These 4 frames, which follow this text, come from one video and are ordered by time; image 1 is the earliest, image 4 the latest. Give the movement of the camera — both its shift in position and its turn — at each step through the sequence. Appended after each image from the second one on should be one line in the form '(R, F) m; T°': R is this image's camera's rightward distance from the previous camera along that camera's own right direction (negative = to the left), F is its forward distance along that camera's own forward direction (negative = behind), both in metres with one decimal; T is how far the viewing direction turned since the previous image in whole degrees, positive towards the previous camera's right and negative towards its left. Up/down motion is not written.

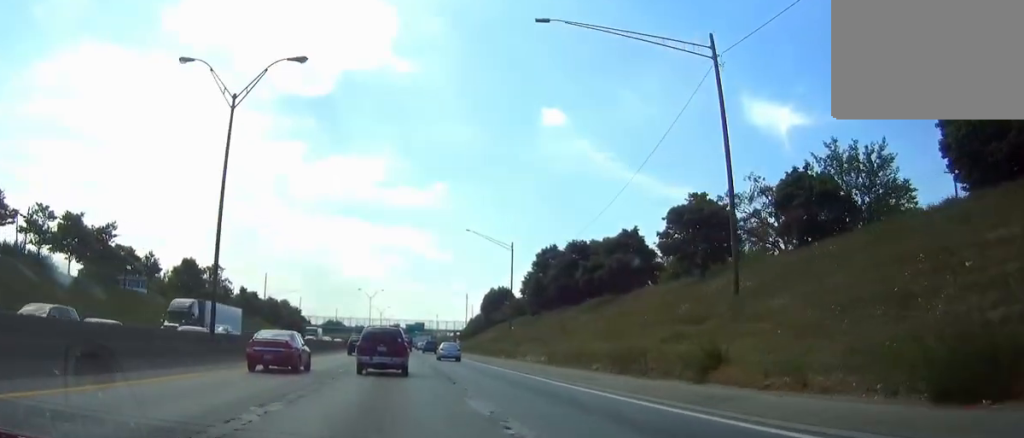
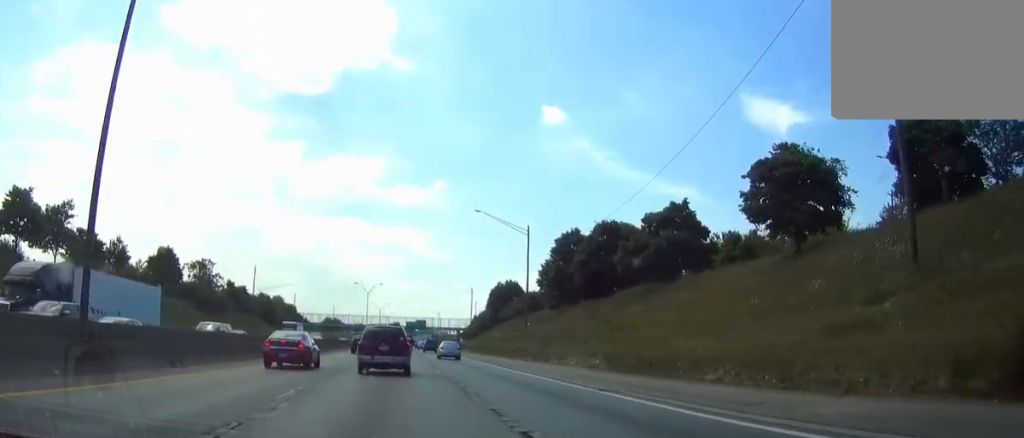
(0.0, +12.8) m; 0°
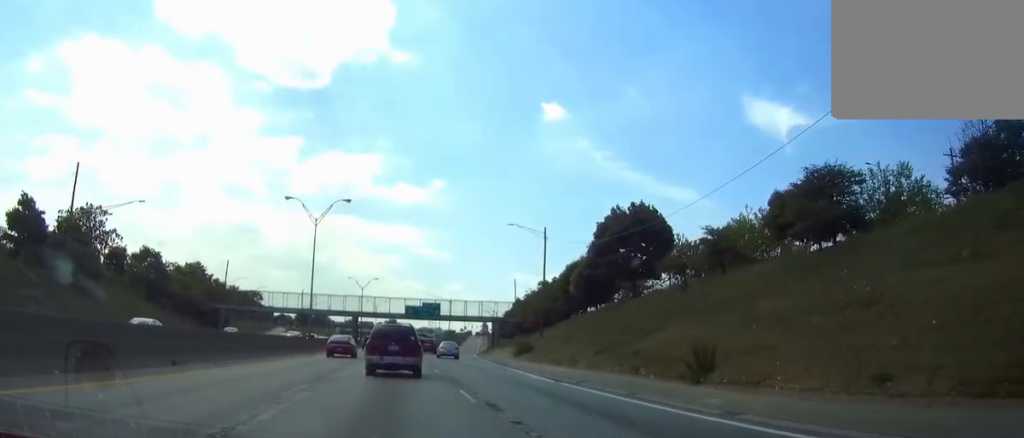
(-2.1, +91.9) m; -2°
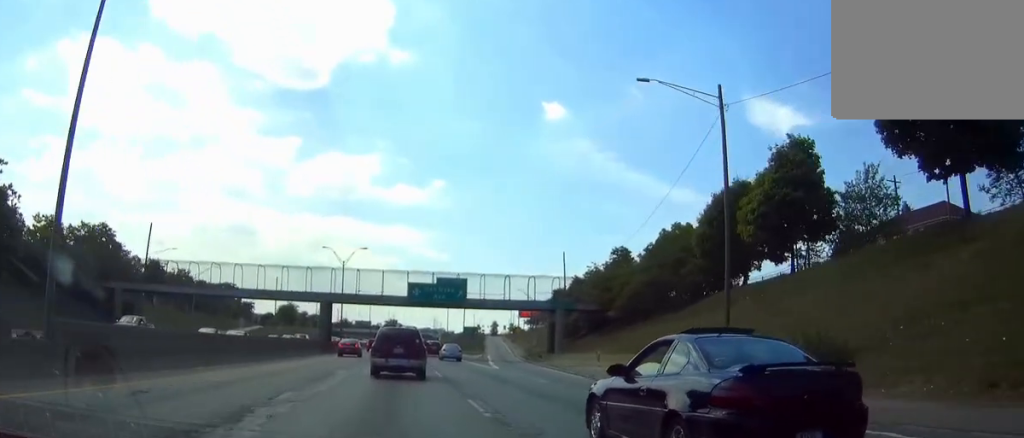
(+1.5, +48.1) m; +2°
